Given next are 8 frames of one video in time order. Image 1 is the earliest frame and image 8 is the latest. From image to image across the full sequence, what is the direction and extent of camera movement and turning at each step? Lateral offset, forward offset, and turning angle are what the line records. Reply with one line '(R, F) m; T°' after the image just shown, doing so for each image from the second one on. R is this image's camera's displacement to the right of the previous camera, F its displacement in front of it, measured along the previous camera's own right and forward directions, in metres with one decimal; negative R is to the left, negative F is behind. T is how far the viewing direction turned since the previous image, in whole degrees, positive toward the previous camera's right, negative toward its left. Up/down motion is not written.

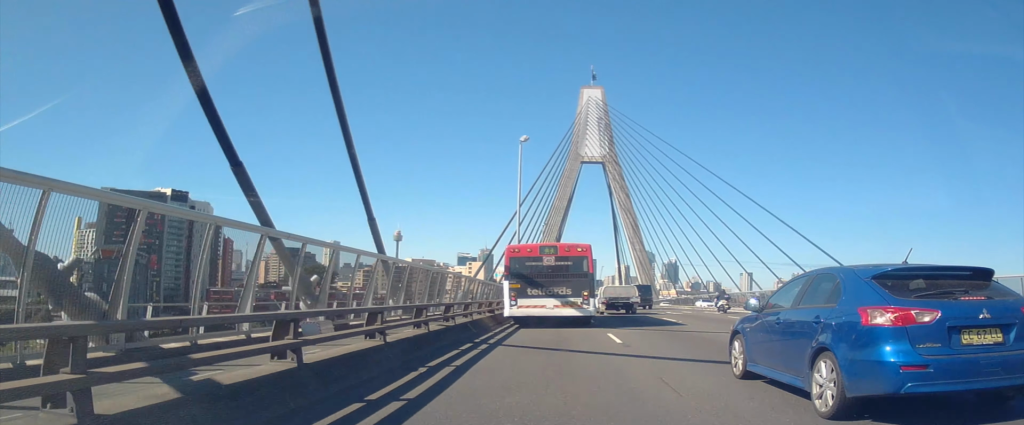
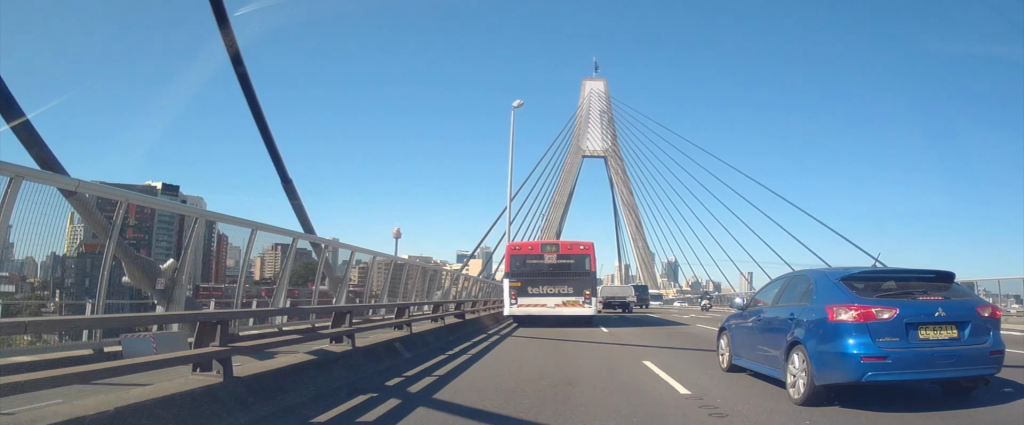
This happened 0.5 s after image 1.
(0.0, +7.4) m; 0°
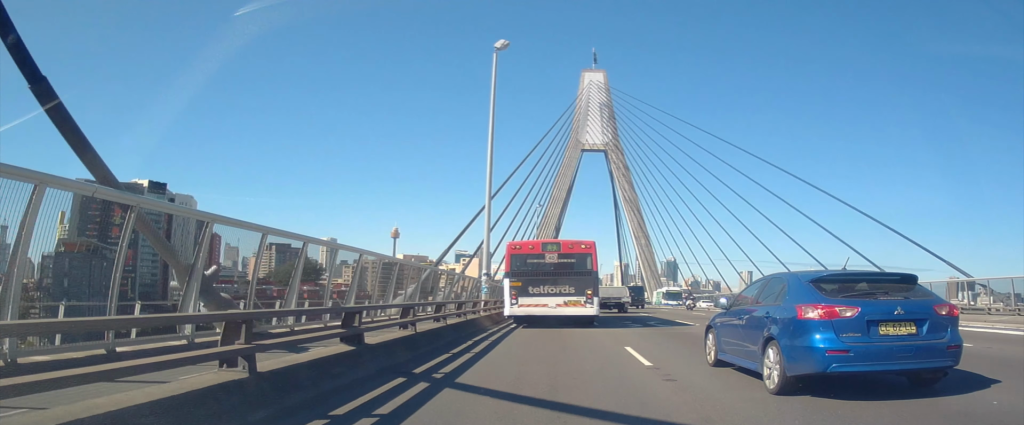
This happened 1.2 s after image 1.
(0.0, +8.9) m; -1°
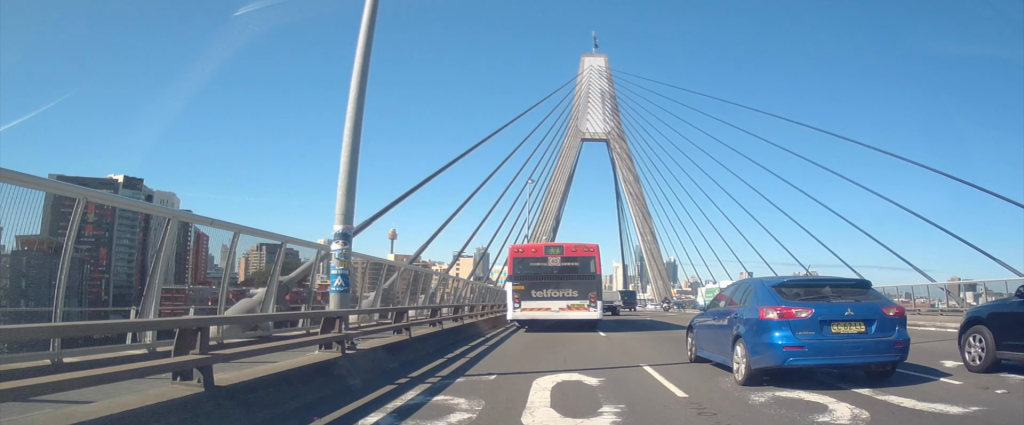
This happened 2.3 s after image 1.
(-0.1, +15.6) m; -1°
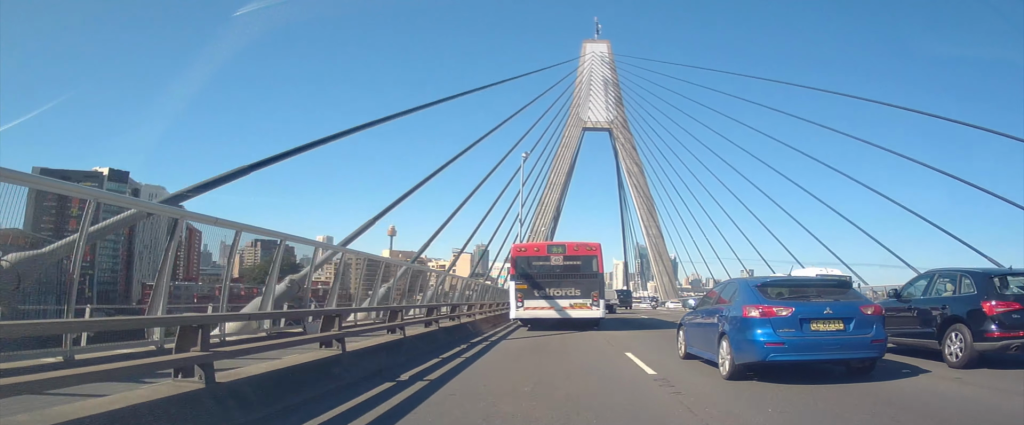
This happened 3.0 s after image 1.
(0.0, +9.8) m; 0°
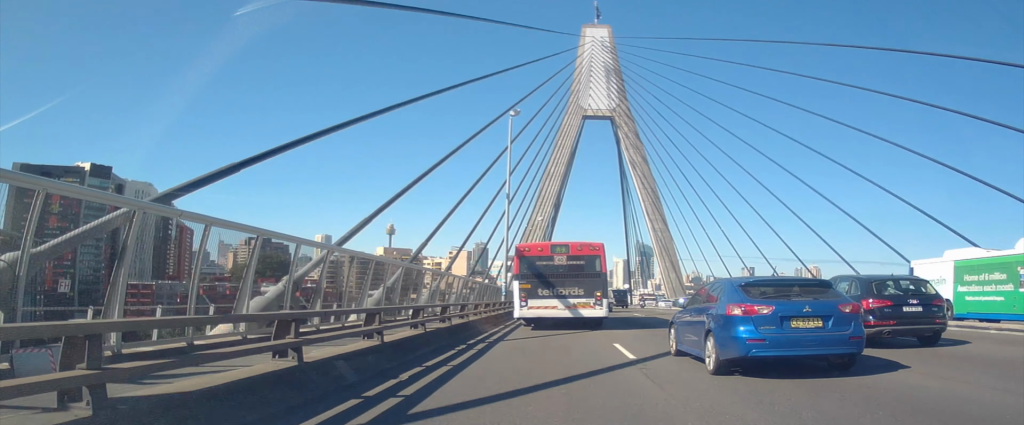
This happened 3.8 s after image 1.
(-0.1, +9.7) m; 0°
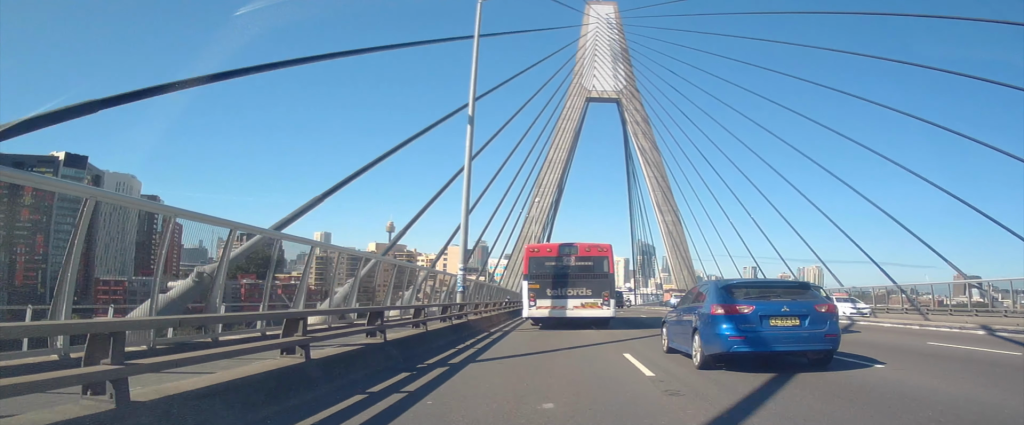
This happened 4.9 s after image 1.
(+0.2, +15.6) m; +2°
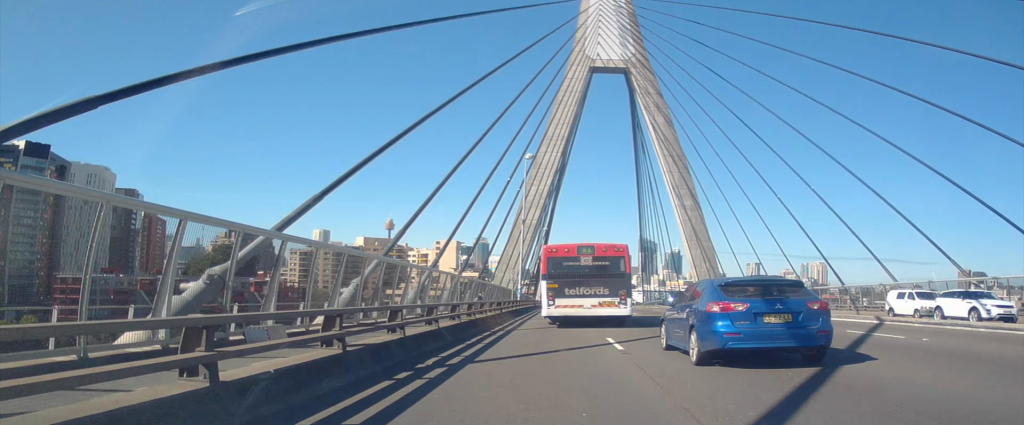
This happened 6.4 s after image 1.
(+0.2, +19.6) m; +1°
